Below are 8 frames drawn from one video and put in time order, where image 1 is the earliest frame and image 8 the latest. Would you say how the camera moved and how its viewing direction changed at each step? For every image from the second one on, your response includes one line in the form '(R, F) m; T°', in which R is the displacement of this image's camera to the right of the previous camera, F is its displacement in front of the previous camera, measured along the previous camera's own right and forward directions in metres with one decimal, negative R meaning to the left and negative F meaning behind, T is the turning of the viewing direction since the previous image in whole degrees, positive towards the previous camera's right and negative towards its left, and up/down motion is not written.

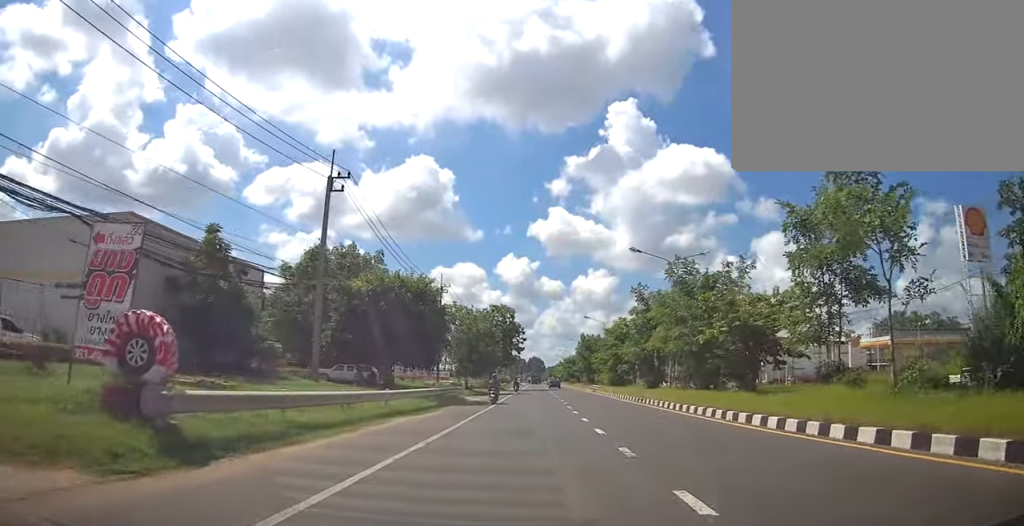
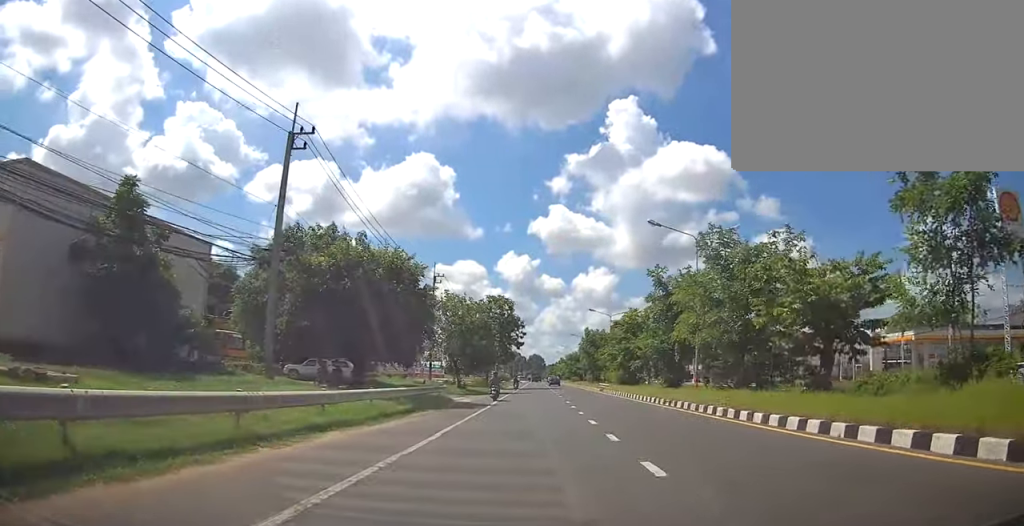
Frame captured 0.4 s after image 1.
(-0.1, +5.7) m; -1°
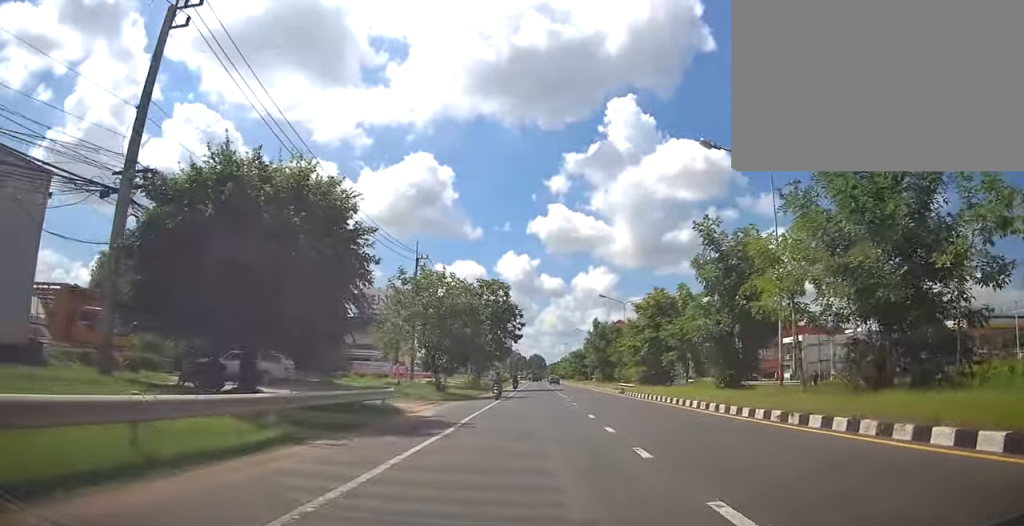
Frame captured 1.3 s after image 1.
(-0.1, +10.8) m; 0°
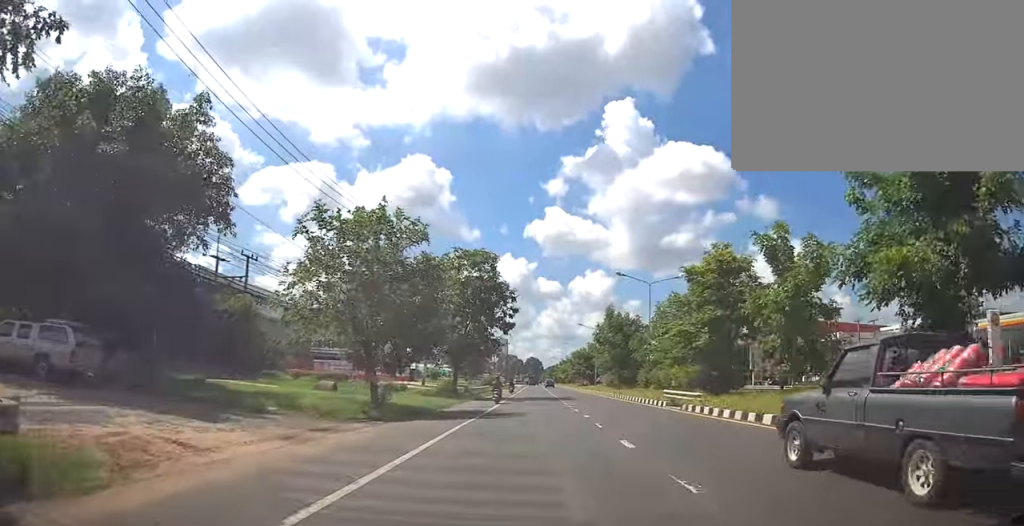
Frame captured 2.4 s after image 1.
(+0.1, +14.2) m; +1°
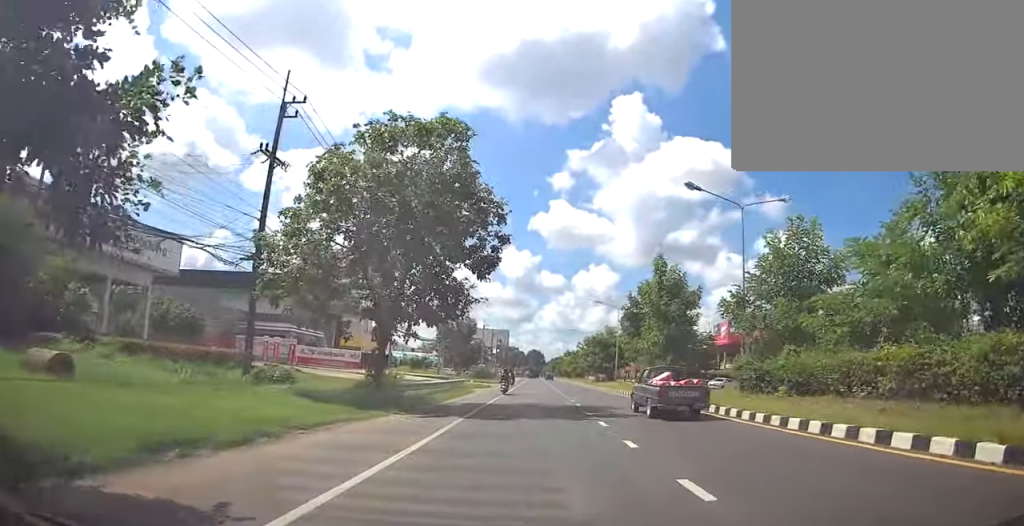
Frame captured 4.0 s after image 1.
(+0.1, +20.3) m; 0°
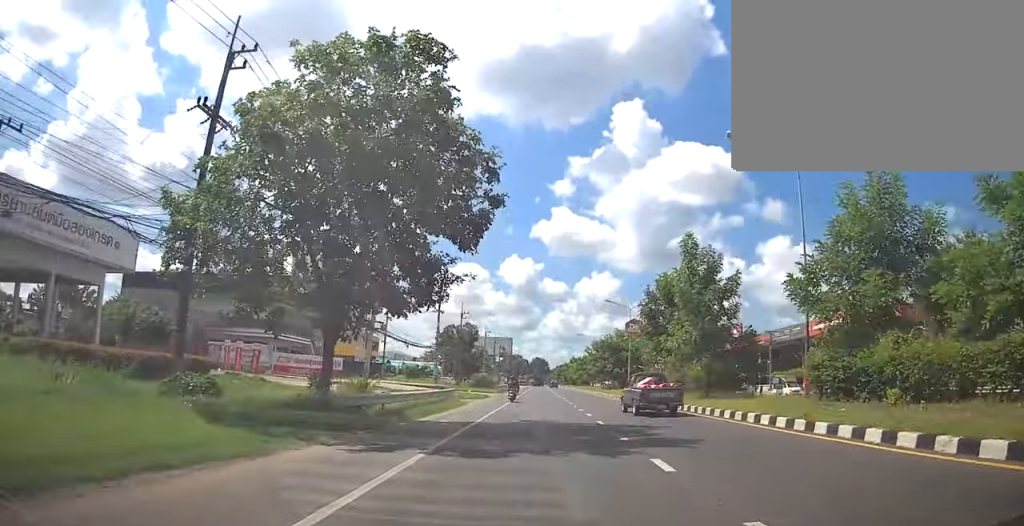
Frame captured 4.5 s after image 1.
(0.0, +5.9) m; 0°
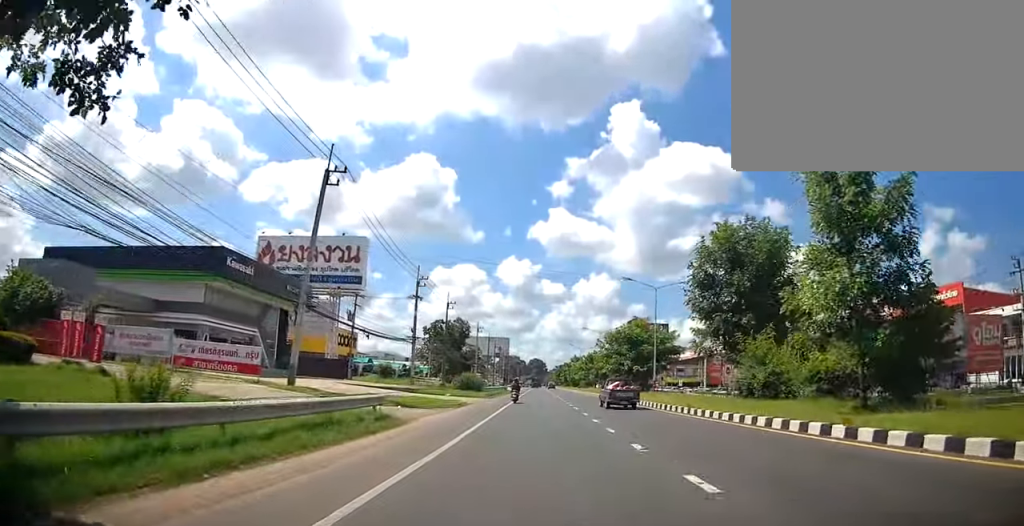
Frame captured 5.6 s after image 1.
(0.0, +13.5) m; 0°
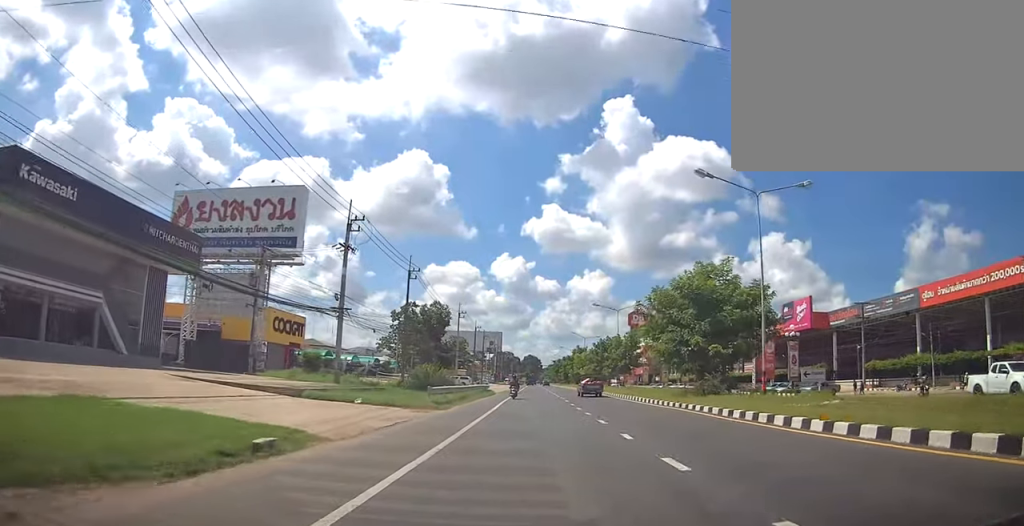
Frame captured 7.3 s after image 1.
(+0.7, +22.0) m; +4°
